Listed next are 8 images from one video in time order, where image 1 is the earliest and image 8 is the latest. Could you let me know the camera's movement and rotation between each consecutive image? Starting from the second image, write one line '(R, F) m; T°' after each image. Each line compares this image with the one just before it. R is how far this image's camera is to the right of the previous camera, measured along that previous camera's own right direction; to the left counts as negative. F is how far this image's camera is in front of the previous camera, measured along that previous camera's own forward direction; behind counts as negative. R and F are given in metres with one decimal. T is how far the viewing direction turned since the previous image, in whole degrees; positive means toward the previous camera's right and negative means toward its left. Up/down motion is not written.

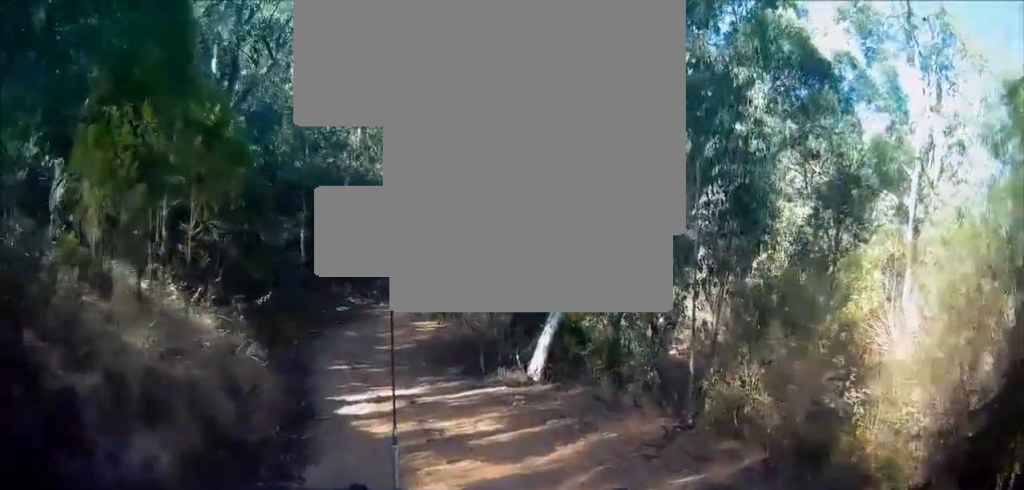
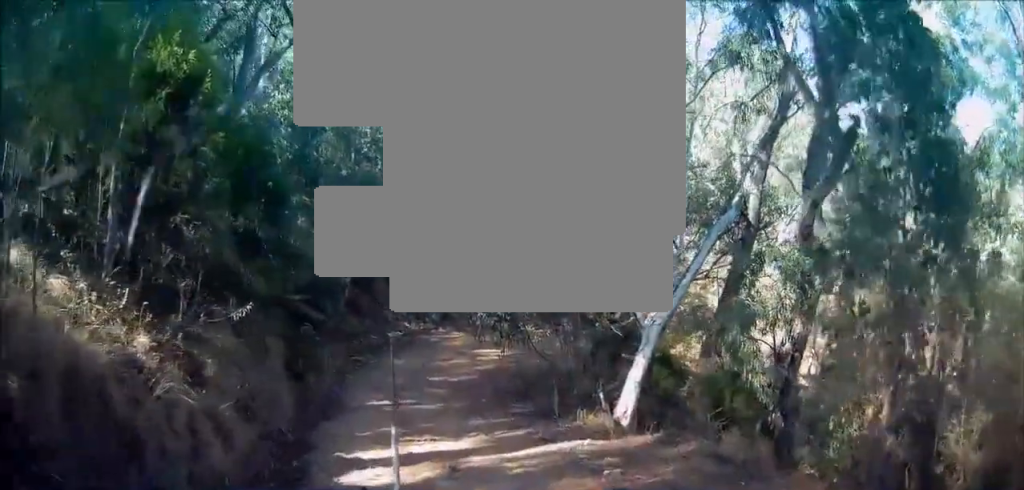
(-0.3, +2.7) m; -2°
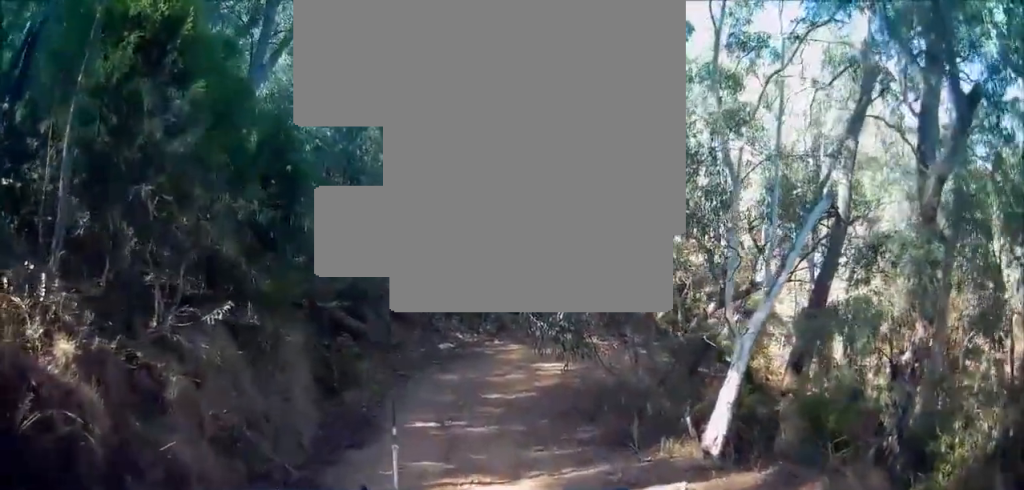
(+0.2, +1.7) m; +4°
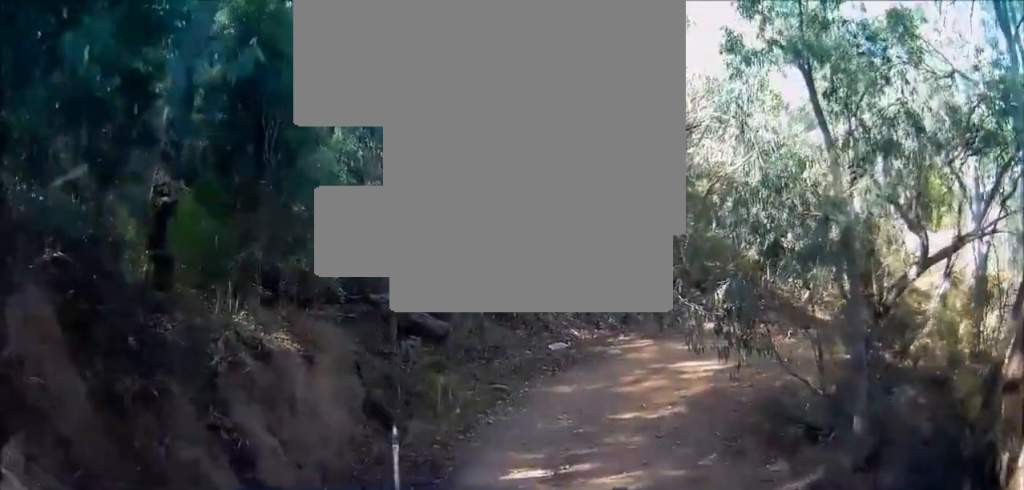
(0.0, +4.1) m; -4°
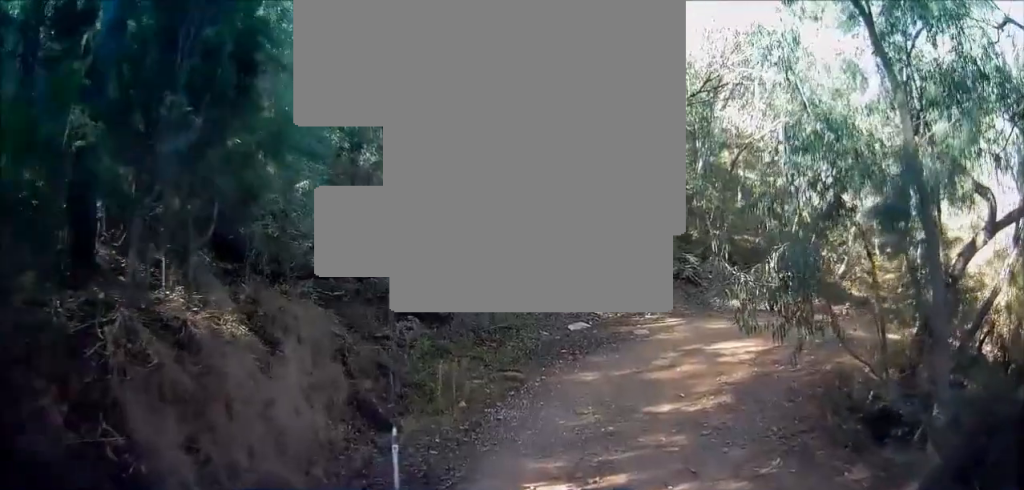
(-0.1, +1.4) m; -4°
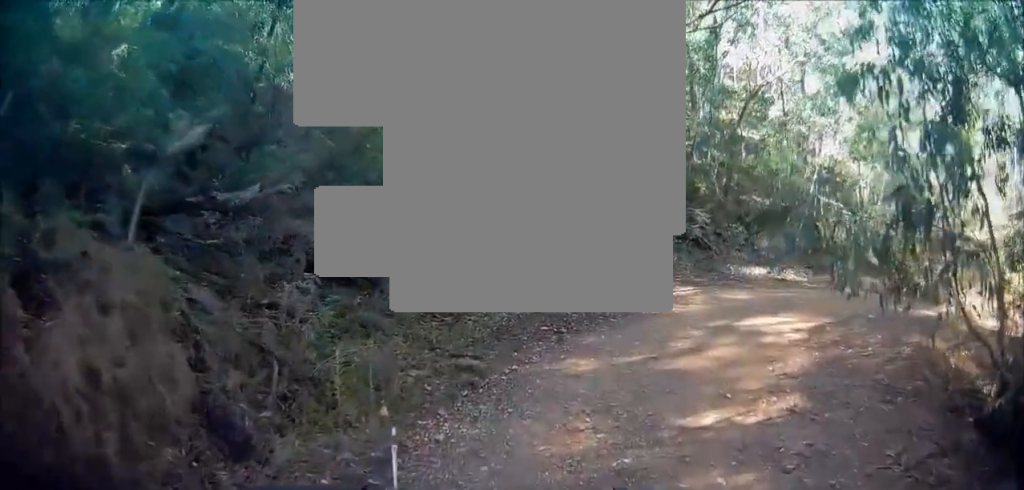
(-0.1, +3.0) m; -3°
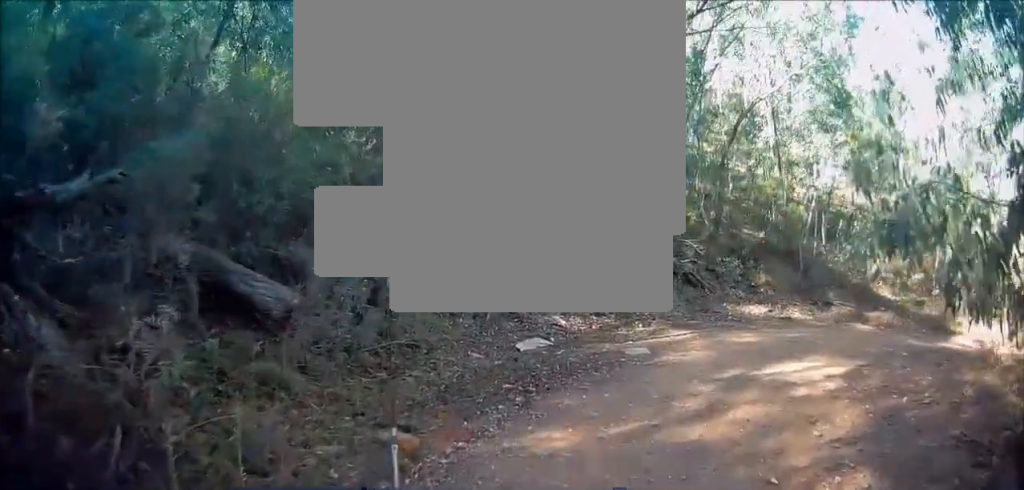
(0.0, +2.3) m; +8°
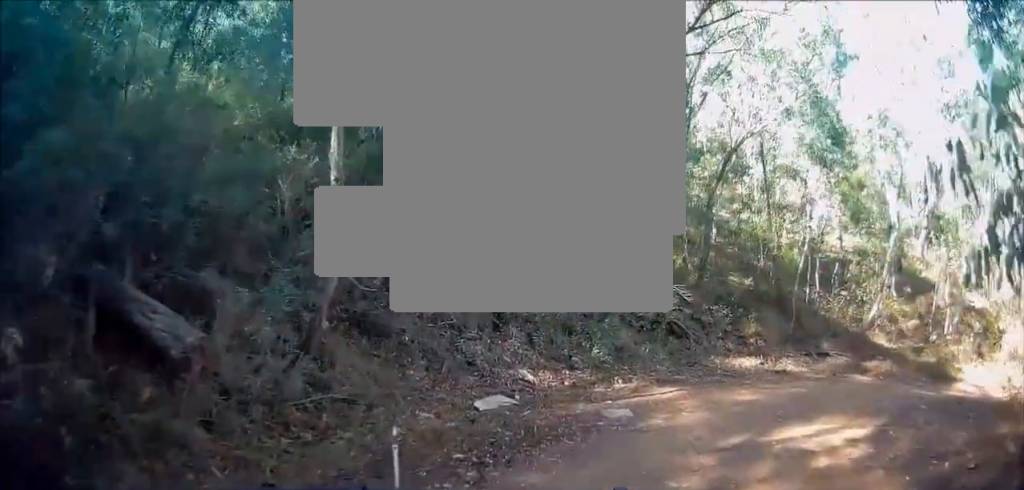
(0.0, +1.6) m; +9°
